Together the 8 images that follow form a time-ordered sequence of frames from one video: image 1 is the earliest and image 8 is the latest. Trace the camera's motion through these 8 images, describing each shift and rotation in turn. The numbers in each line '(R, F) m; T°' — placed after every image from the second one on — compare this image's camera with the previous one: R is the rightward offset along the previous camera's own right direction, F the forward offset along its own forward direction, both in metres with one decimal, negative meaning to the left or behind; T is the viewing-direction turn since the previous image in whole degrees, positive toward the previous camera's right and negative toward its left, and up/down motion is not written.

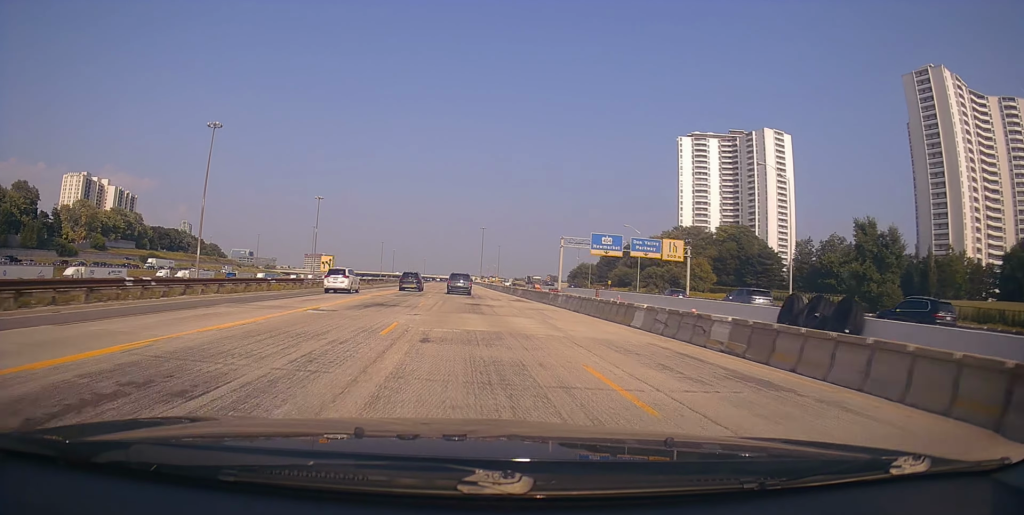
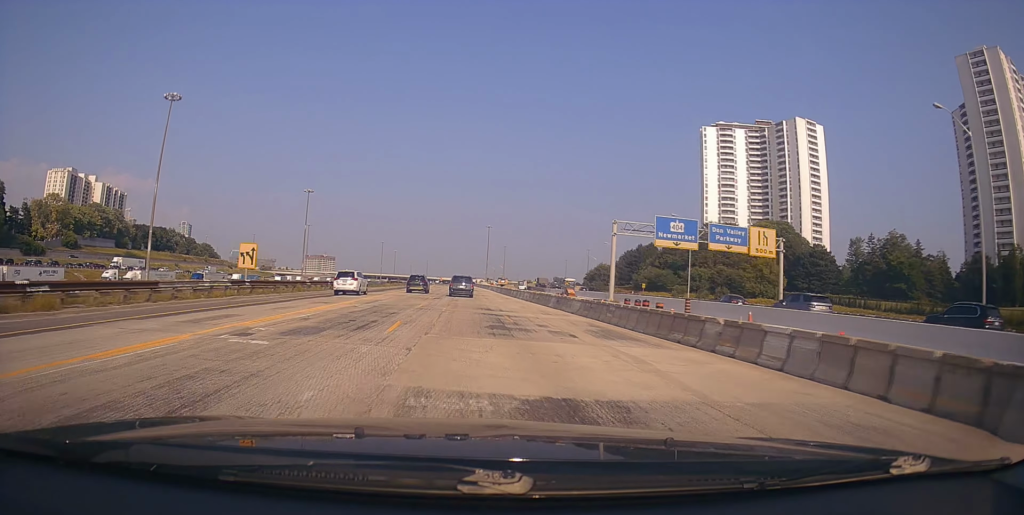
(-0.3, +23.0) m; 0°
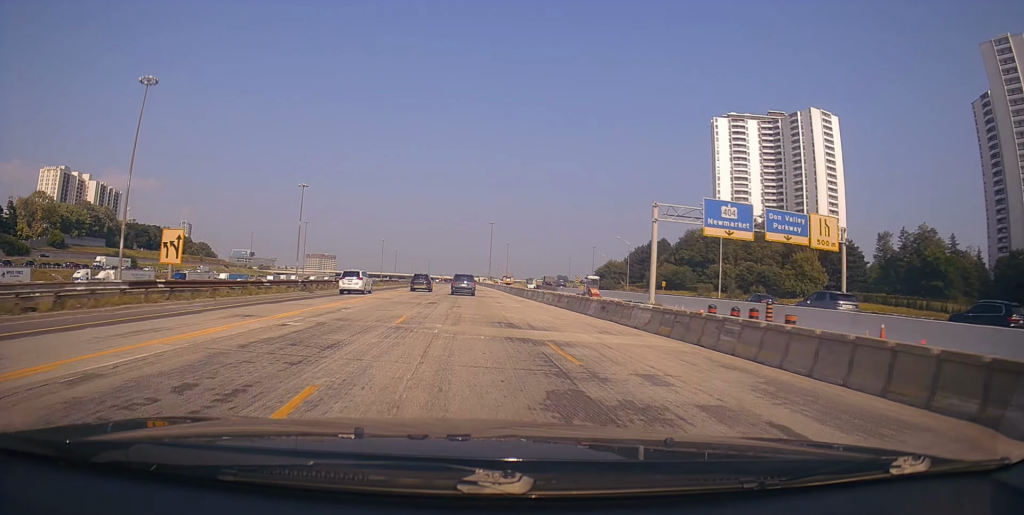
(+0.1, +10.1) m; +1°
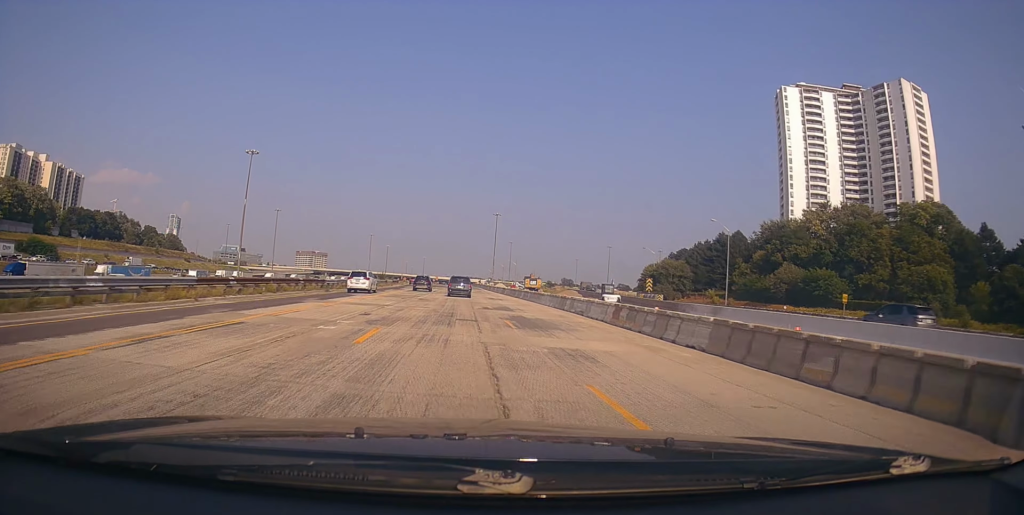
(-0.1, +53.0) m; -1°
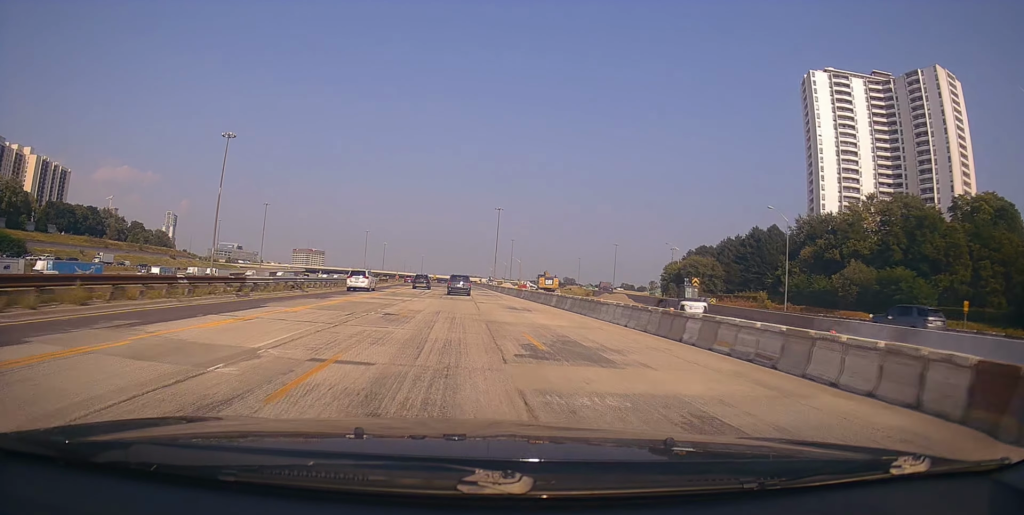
(0.0, +16.9) m; -1°
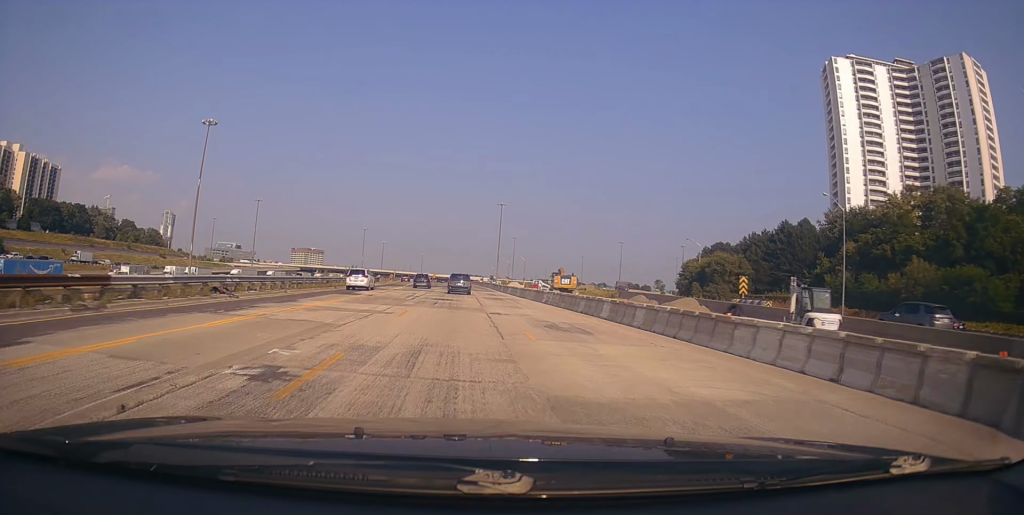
(-0.3, +11.9) m; 0°
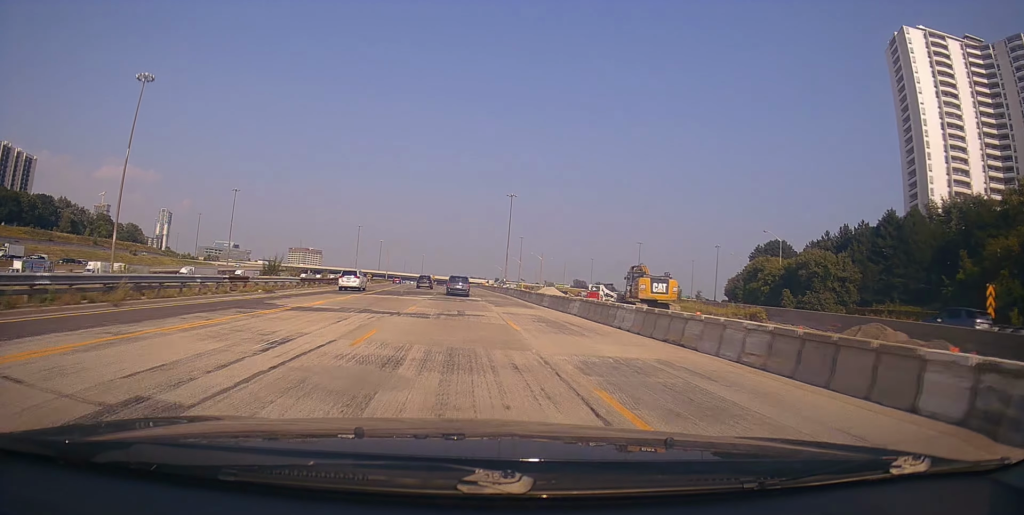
(+0.4, +31.4) m; +1°
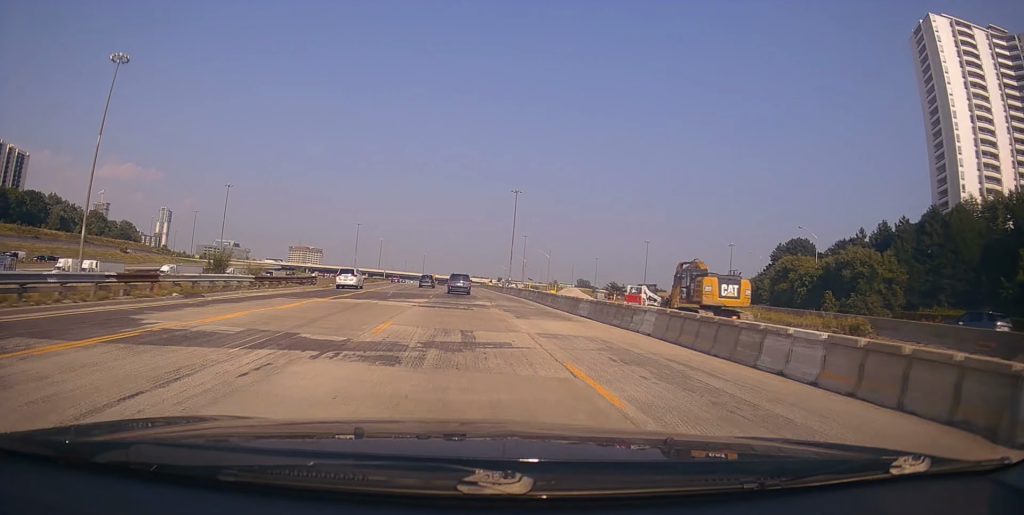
(0.0, +9.8) m; 0°
